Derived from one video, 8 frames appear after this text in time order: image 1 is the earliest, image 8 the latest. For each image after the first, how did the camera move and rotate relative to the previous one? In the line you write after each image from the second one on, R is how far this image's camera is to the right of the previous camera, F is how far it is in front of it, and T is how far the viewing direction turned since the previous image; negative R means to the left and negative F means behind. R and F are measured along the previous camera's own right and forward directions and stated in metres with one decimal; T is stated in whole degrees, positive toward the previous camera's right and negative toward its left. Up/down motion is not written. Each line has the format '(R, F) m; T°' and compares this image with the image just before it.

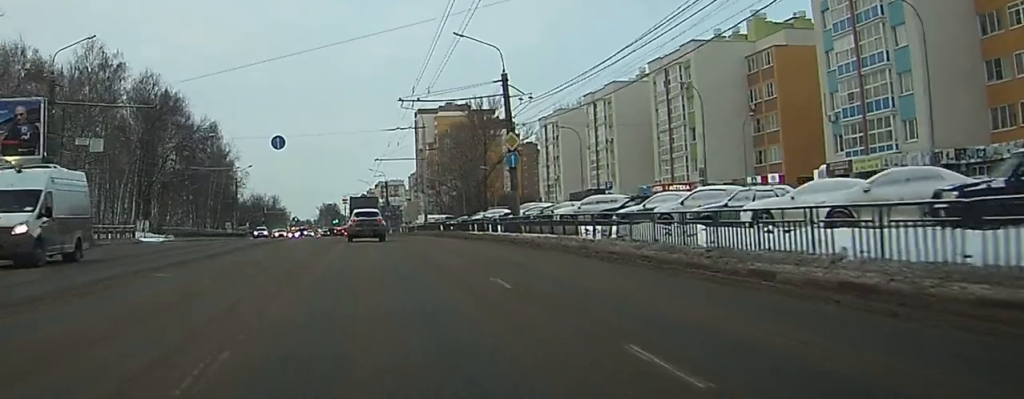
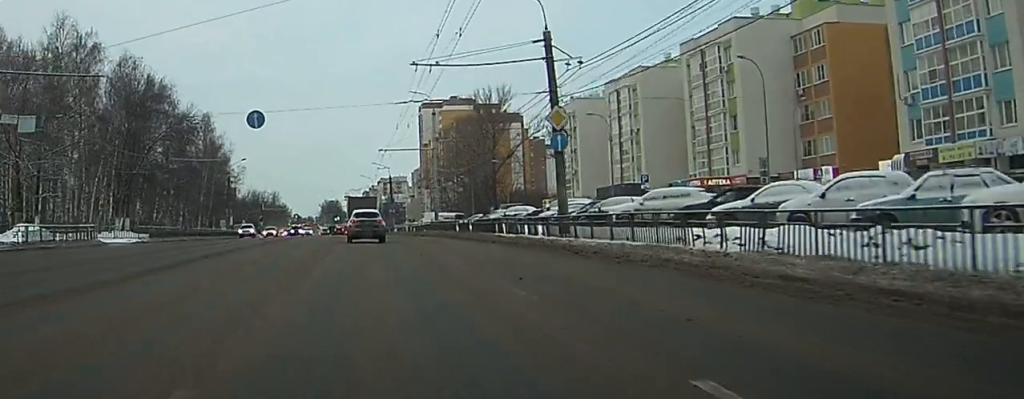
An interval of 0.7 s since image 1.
(+0.1, +9.8) m; 0°
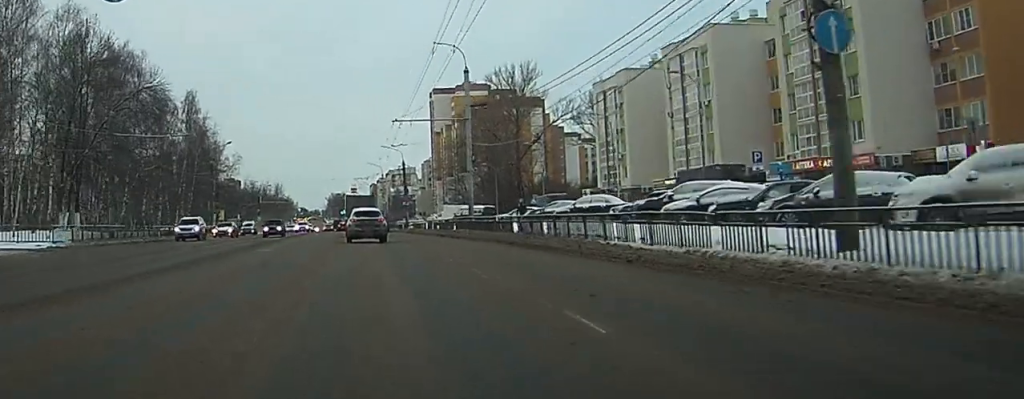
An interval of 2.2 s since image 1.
(-0.4, +20.1) m; -2°
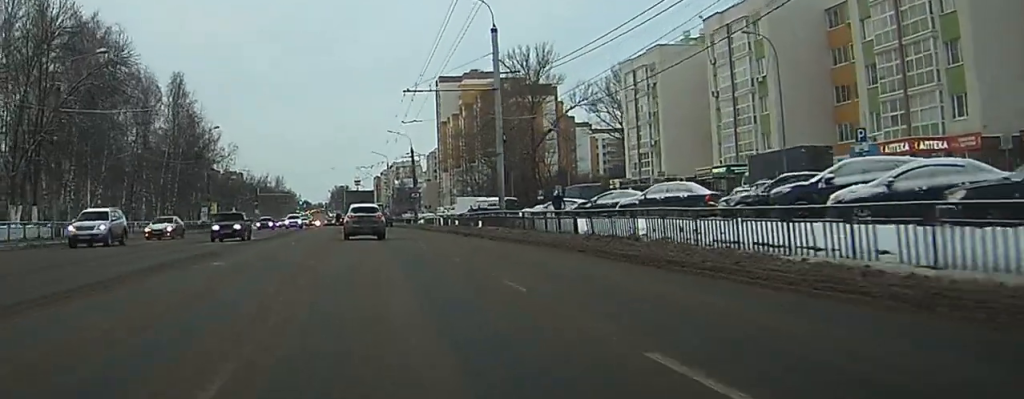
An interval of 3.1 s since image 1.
(0.0, +11.5) m; 0°
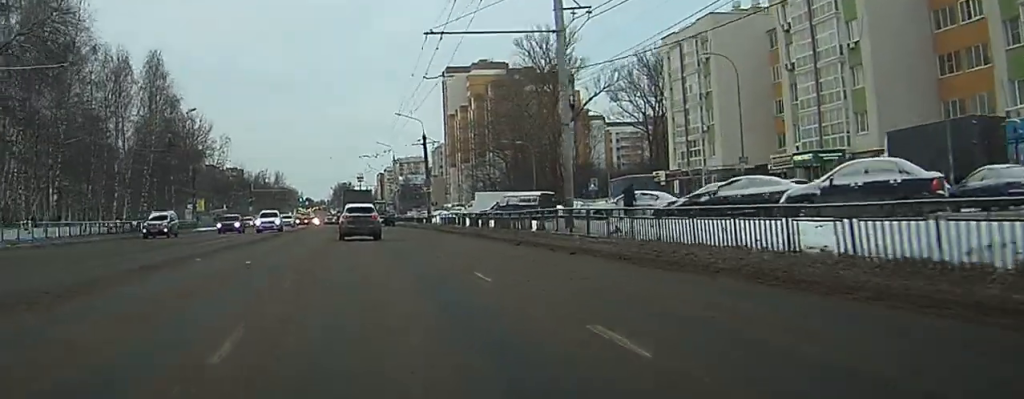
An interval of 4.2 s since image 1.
(+0.1, +14.4) m; 0°
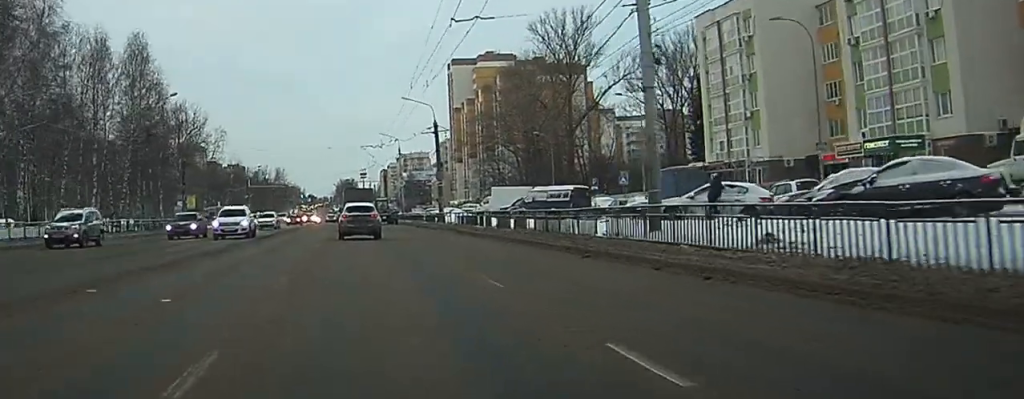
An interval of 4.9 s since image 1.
(0.0, +9.4) m; 0°
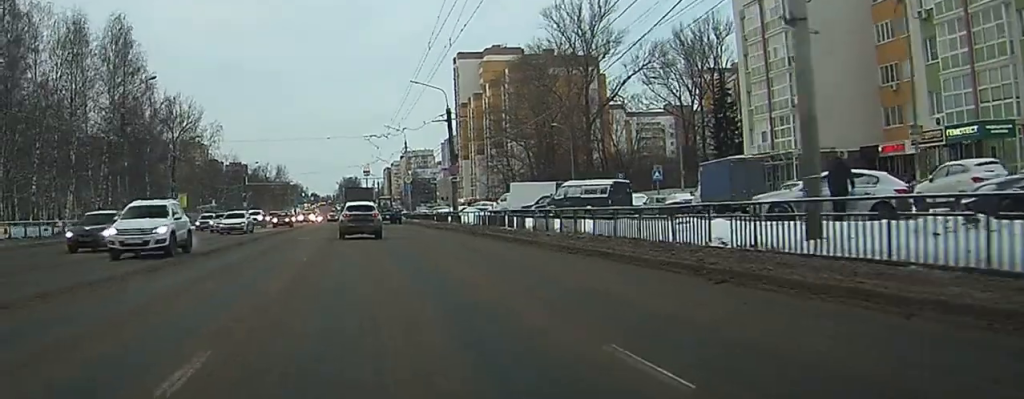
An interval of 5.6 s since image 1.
(0.0, +8.0) m; 0°
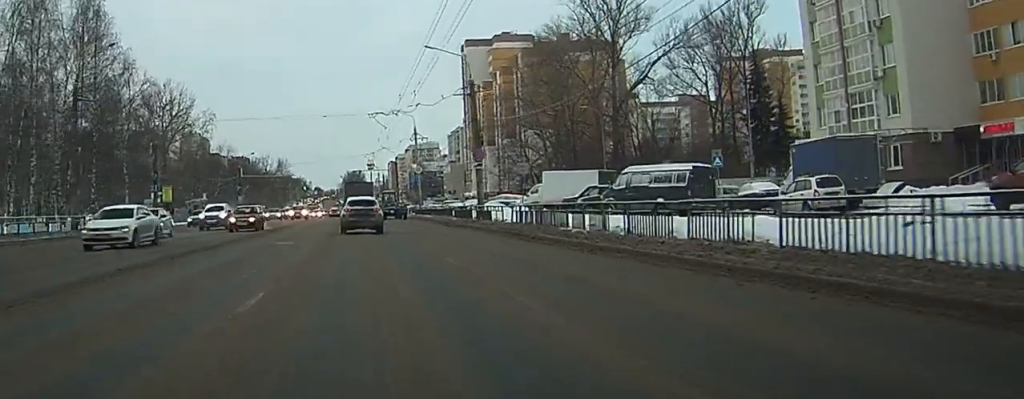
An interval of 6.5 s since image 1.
(0.0, +11.6) m; 0°
